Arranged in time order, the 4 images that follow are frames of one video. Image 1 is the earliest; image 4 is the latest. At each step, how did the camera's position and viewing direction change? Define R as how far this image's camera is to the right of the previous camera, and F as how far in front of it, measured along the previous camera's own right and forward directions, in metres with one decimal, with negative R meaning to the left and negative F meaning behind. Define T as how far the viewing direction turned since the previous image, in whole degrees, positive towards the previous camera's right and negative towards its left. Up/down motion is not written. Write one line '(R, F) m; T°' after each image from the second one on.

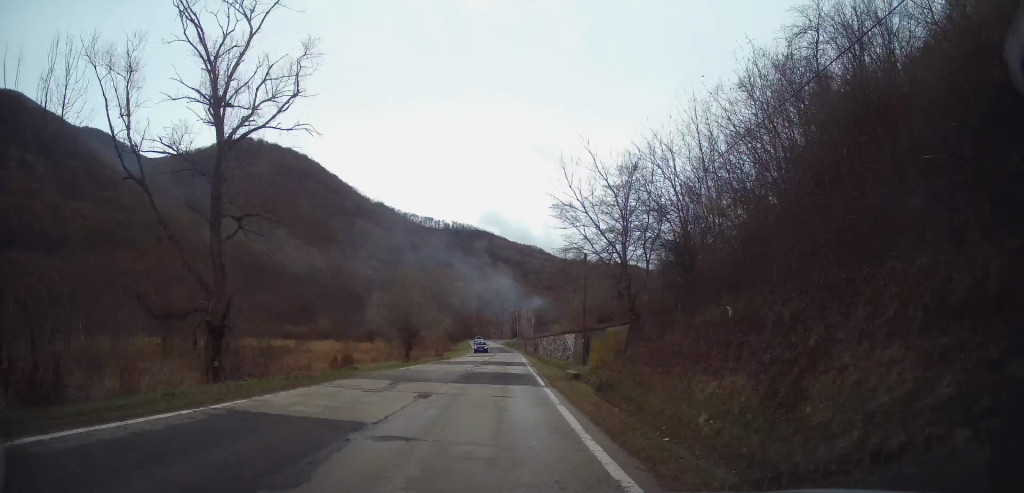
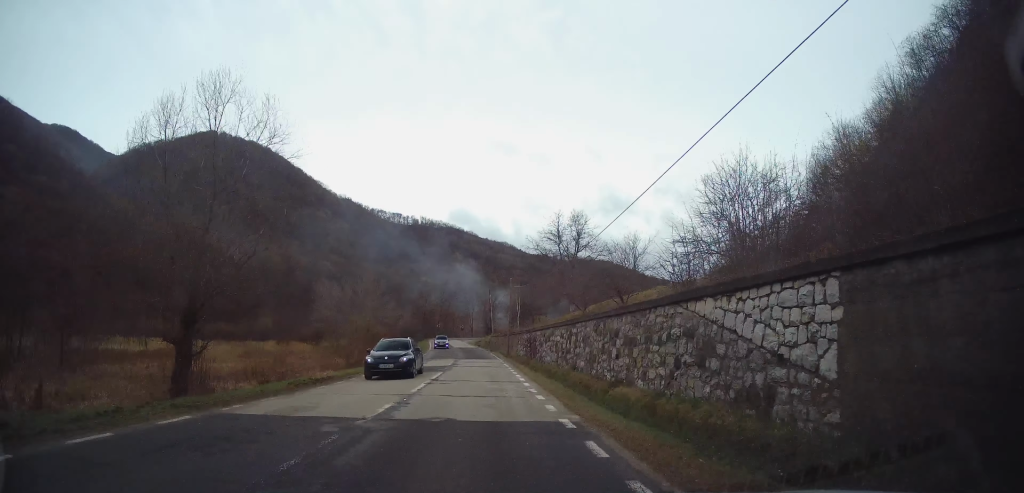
(+1.0, +29.1) m; +3°
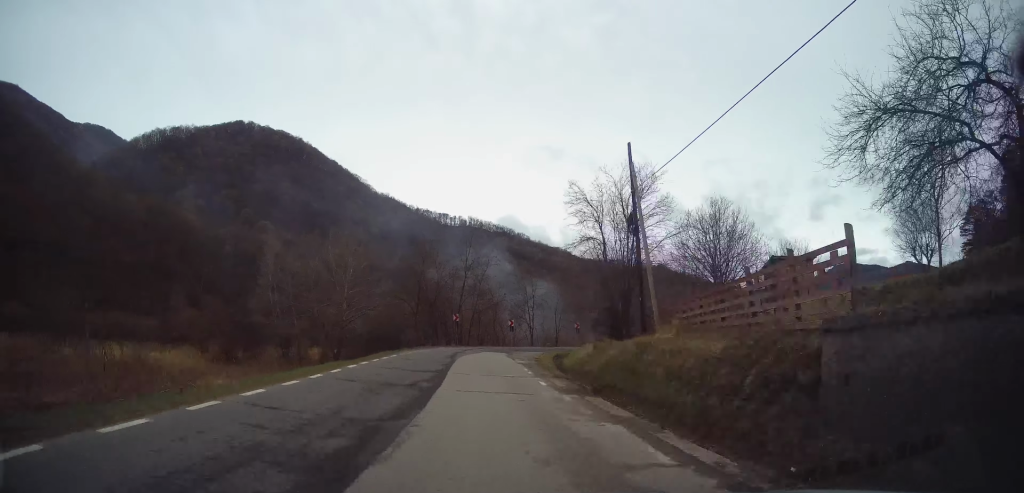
(-4.0, +67.0) m; -5°
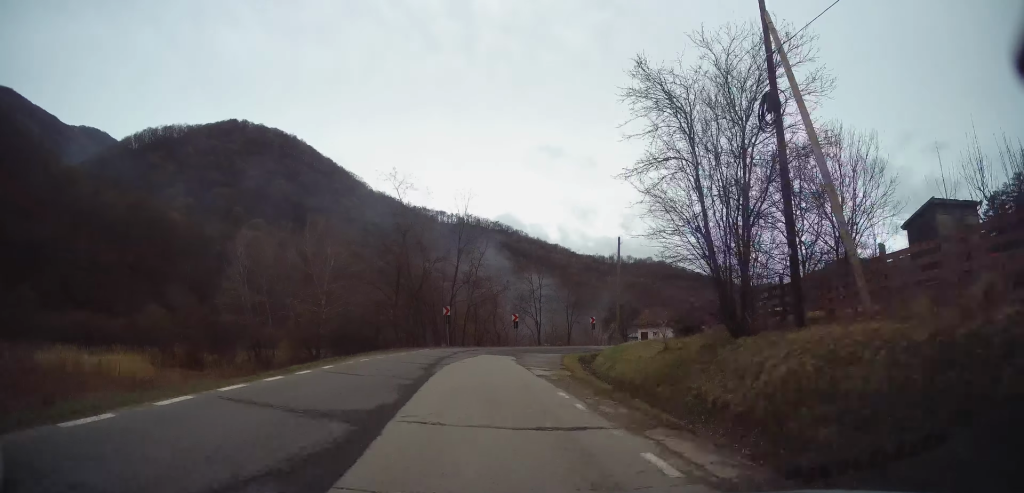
(+0.2, +10.2) m; +1°
